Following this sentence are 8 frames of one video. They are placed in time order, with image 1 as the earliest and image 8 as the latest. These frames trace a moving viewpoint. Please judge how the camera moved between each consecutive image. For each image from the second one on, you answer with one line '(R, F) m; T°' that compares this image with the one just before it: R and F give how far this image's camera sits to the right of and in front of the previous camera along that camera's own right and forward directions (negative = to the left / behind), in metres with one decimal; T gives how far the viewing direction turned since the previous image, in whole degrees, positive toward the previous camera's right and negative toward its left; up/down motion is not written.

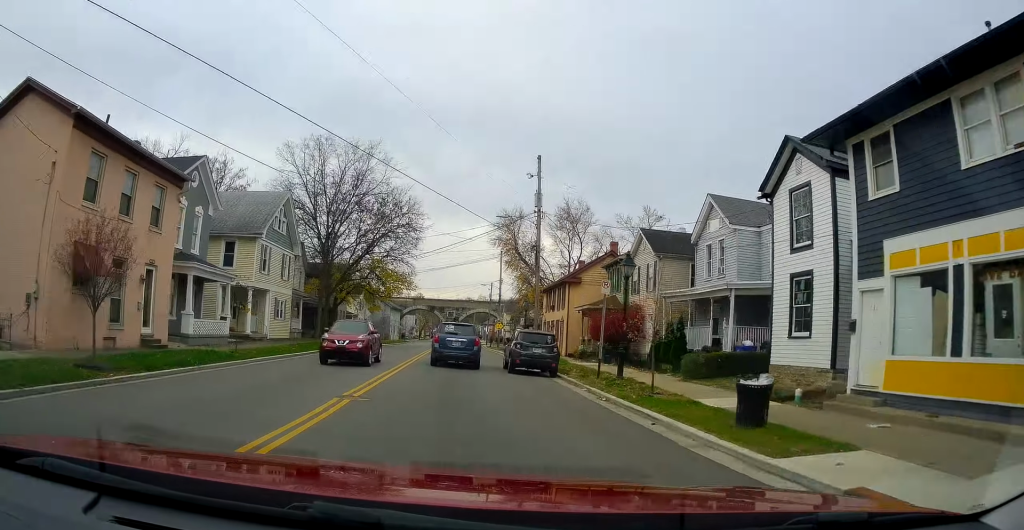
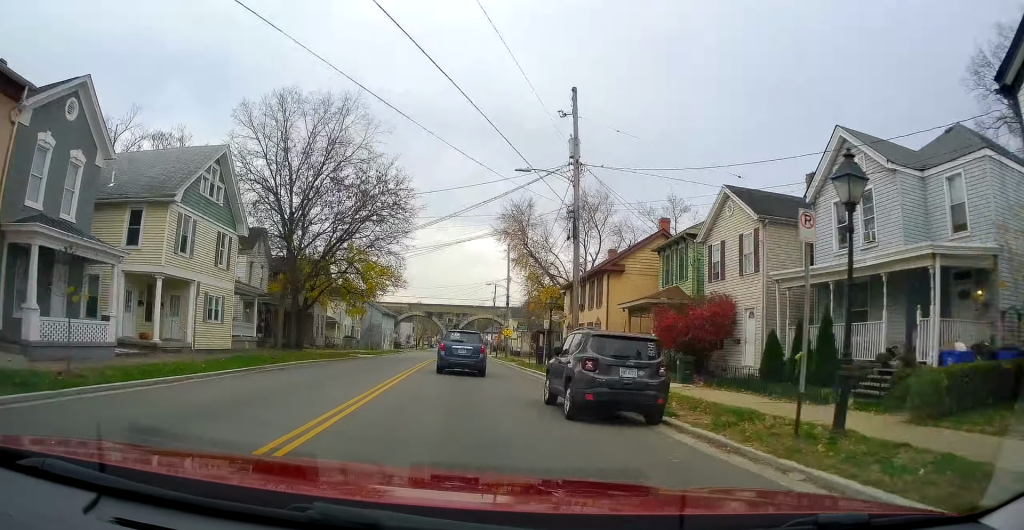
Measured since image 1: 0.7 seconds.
(-0.2, +11.1) m; 0°
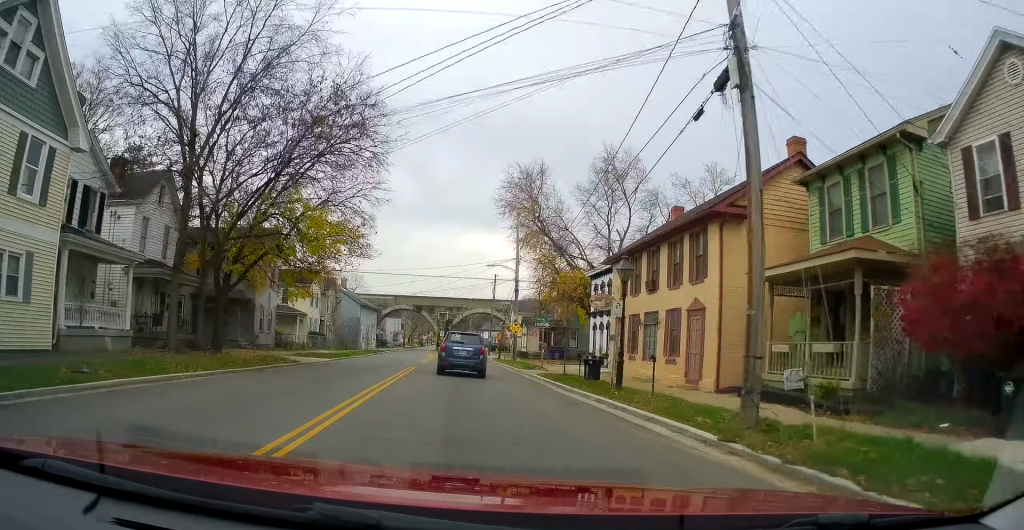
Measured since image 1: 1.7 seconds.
(+0.2, +14.6) m; +1°
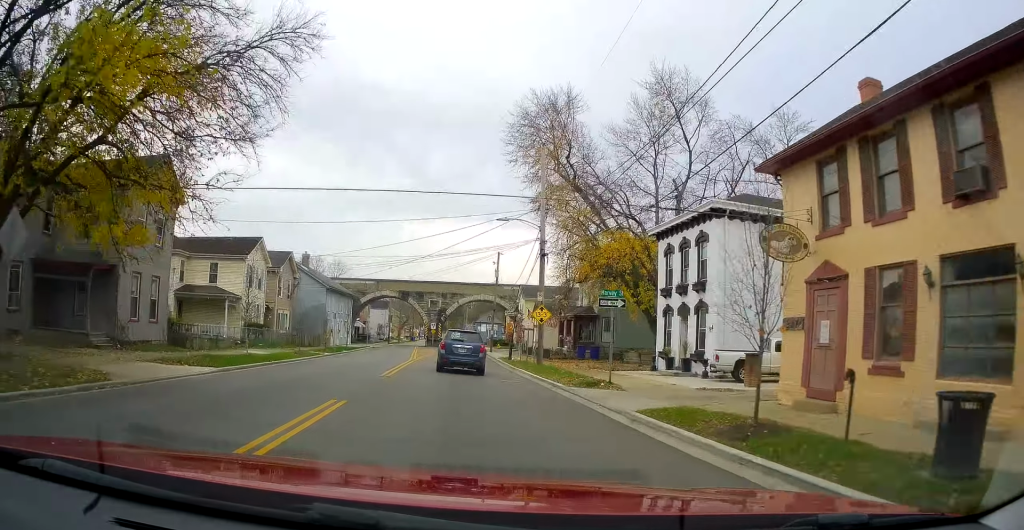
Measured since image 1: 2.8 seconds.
(+0.1, +16.6) m; +1°
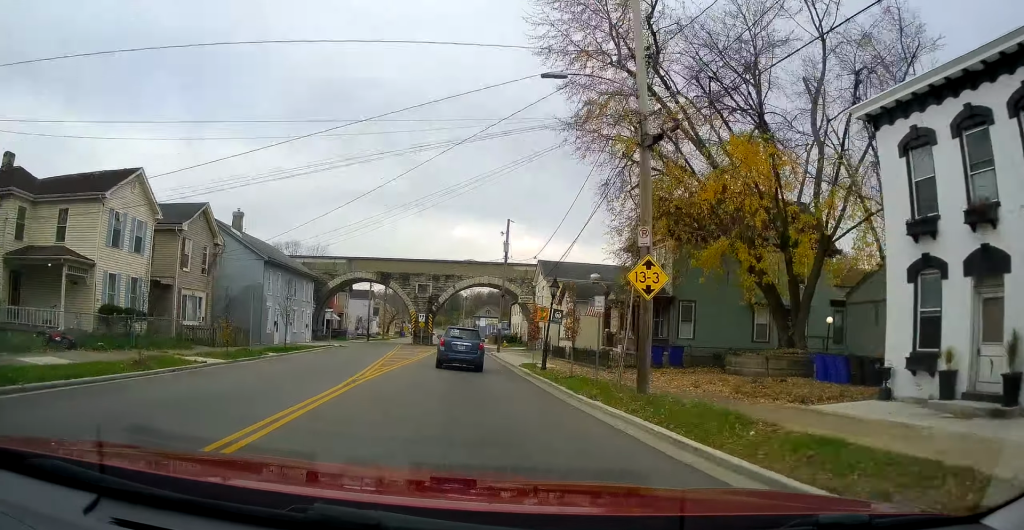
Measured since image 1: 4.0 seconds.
(+0.4, +17.6) m; +2°
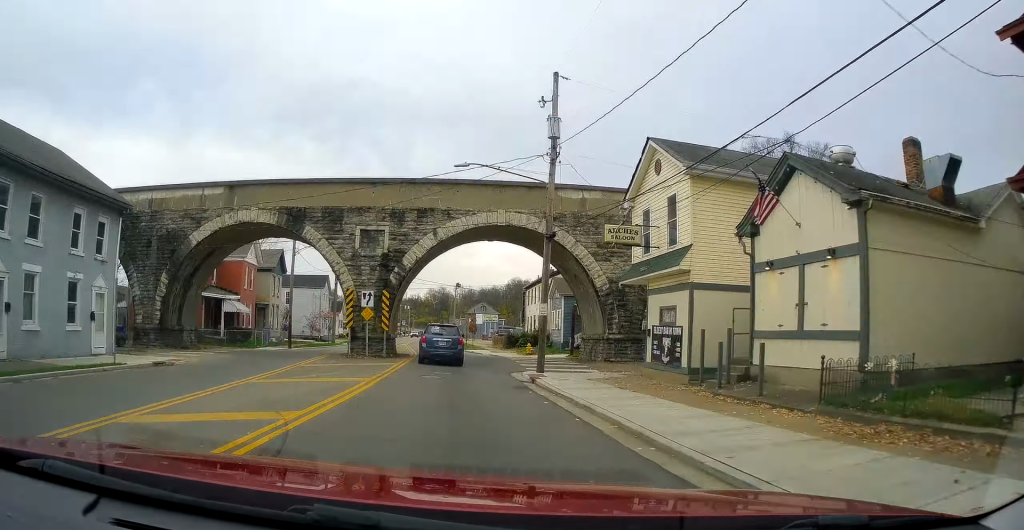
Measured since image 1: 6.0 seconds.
(+0.6, +30.7) m; 0°
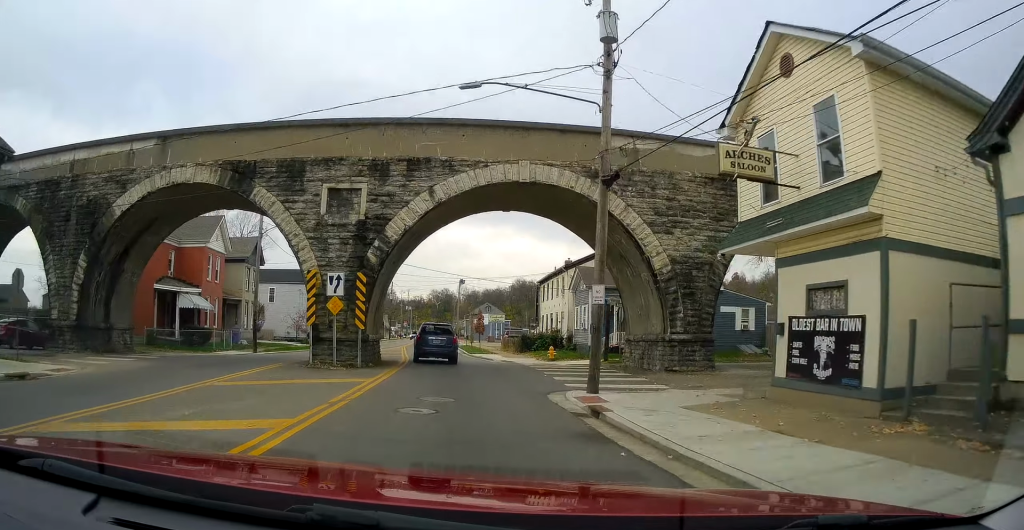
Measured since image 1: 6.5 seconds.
(-0.3, +8.1) m; 0°
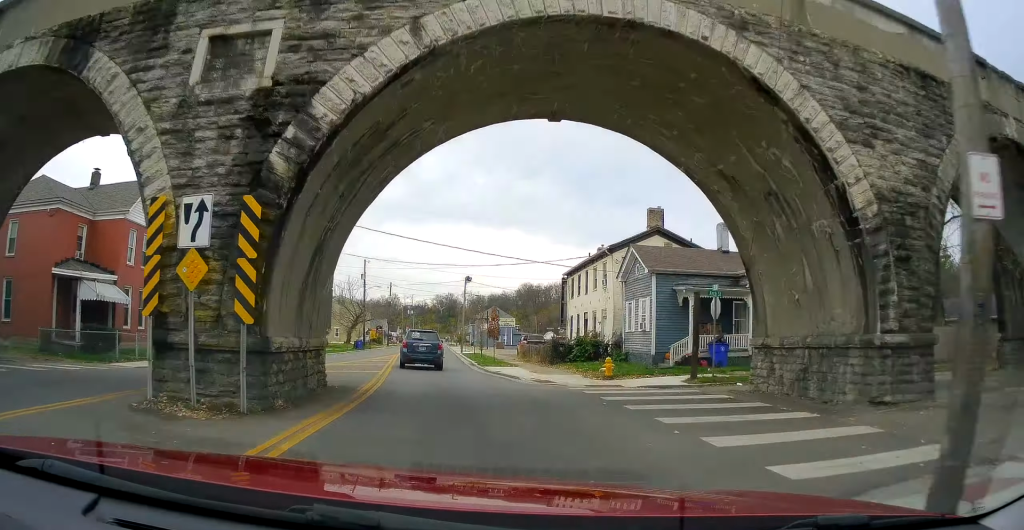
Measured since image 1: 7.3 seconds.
(-0.4, +11.1) m; 0°
